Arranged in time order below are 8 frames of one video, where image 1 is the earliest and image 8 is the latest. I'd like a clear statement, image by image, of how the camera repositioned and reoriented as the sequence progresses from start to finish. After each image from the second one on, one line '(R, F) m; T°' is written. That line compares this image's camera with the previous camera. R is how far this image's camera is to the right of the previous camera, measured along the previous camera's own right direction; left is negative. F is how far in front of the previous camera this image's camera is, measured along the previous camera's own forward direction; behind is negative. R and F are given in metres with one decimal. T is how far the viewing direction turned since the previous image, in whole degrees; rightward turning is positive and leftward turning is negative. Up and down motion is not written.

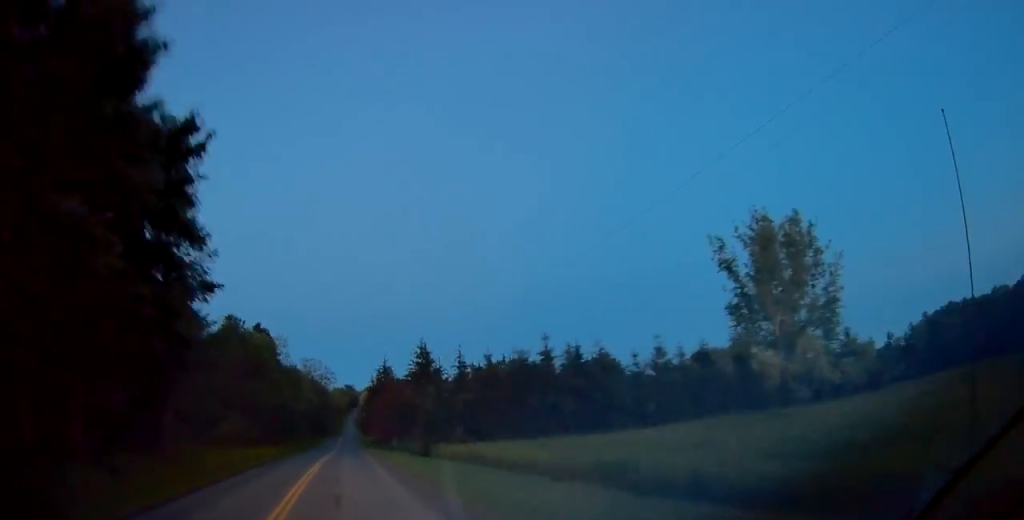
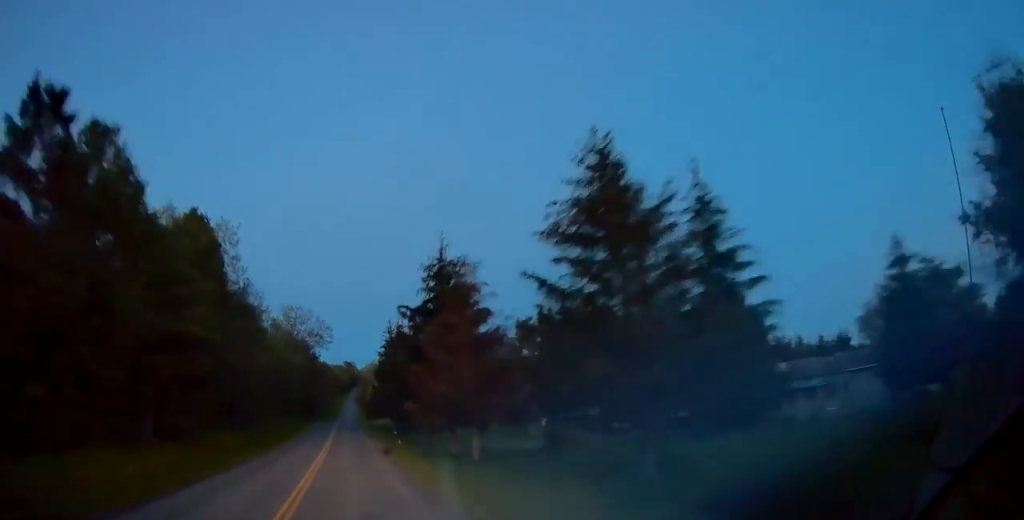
(-0.3, +45.2) m; 0°
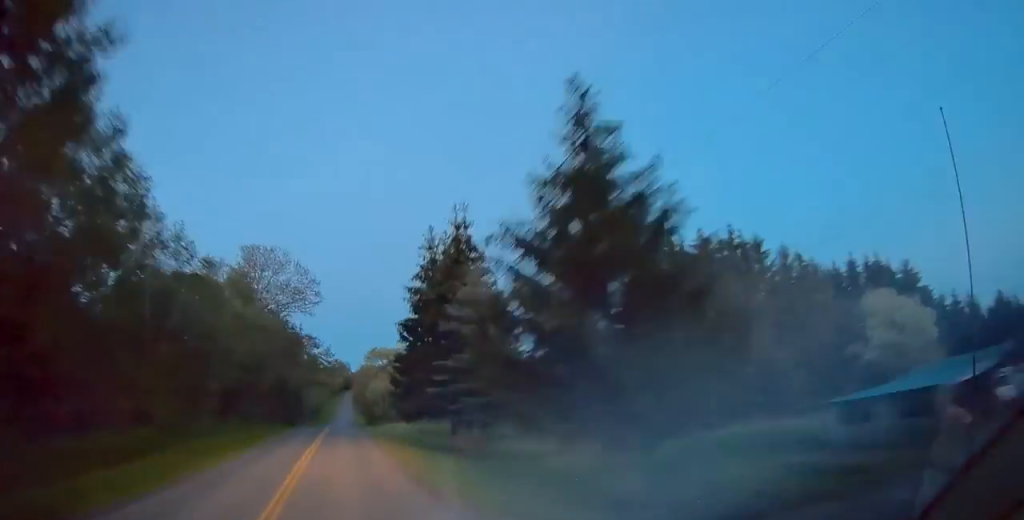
(-0.1, +37.7) m; 0°
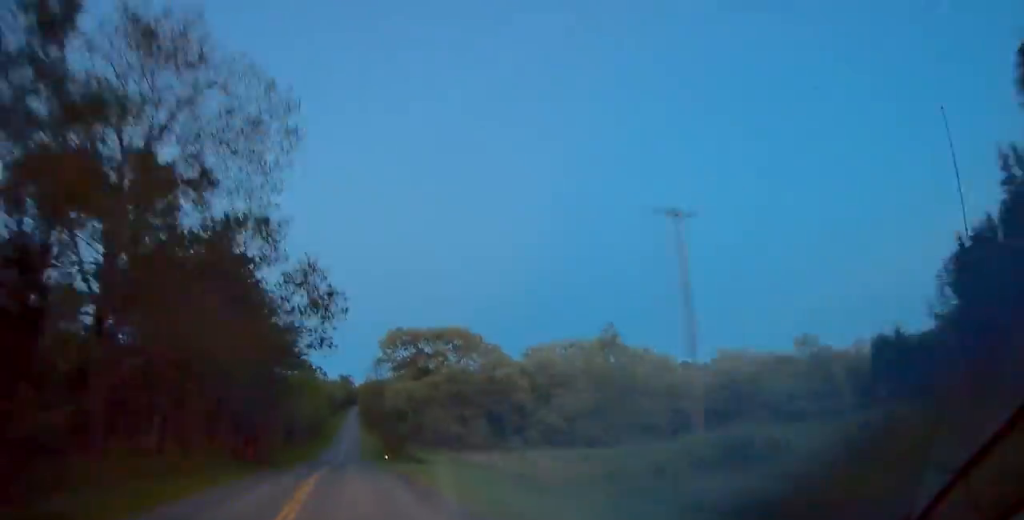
(-0.1, +40.4) m; 0°
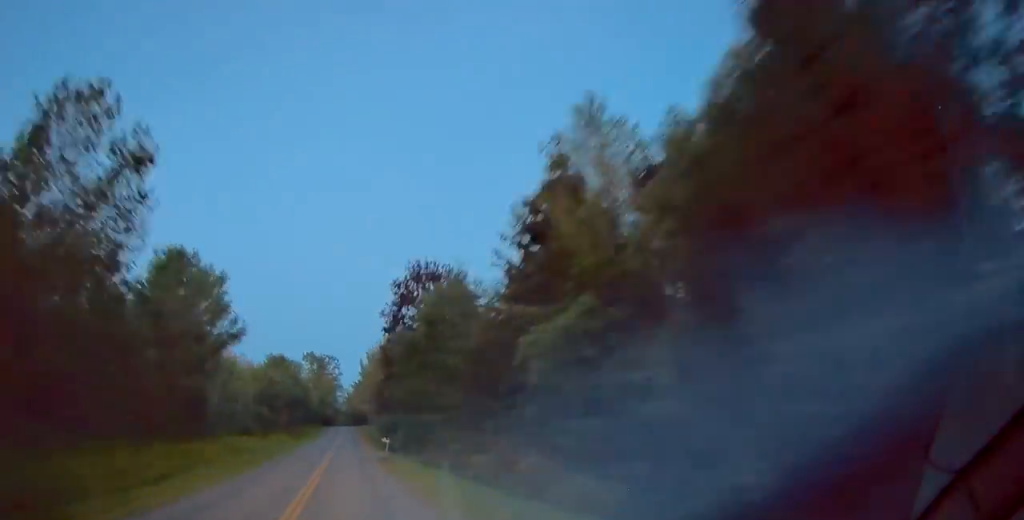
(+3.6, +207.5) m; +2°
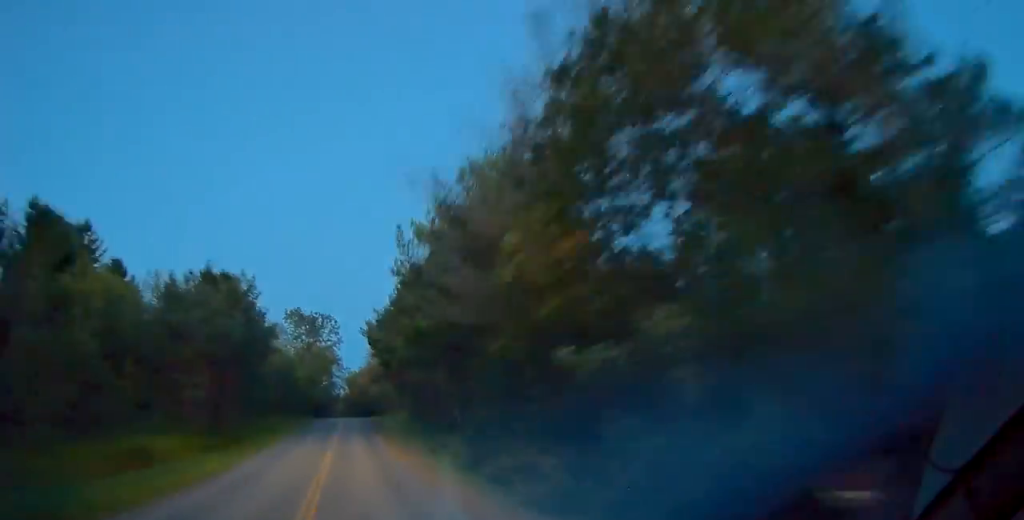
(+0.2, +50.2) m; 0°
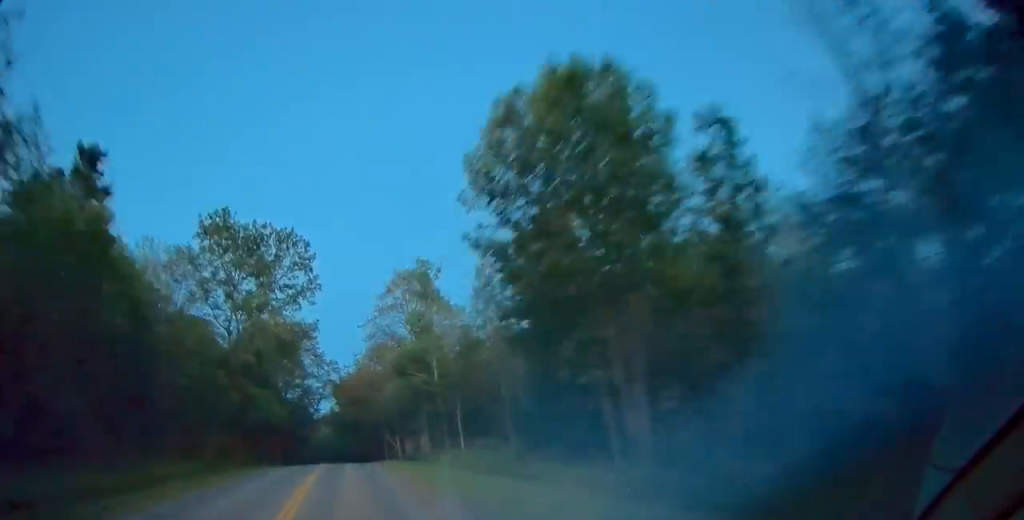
(+0.1, +60.8) m; -1°
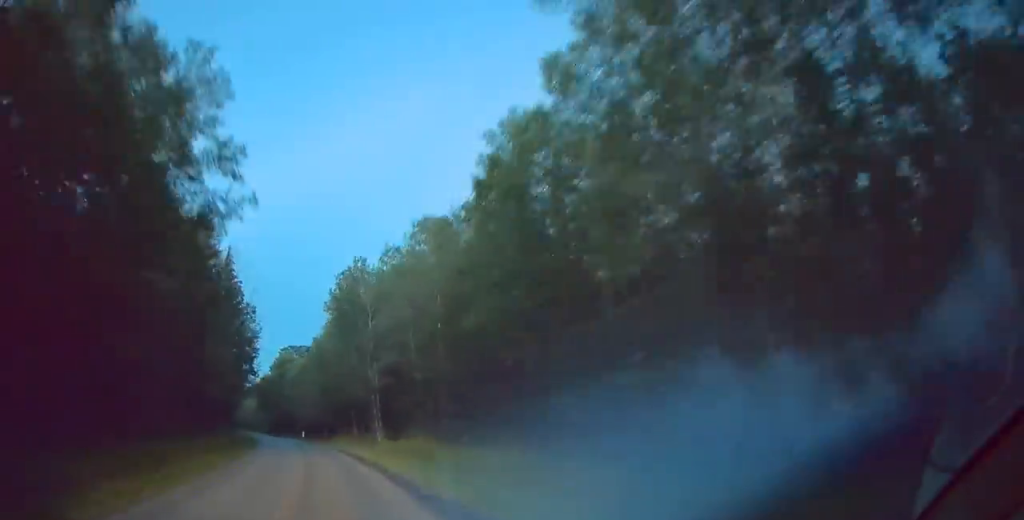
(-5.5, +121.7) m; -9°
